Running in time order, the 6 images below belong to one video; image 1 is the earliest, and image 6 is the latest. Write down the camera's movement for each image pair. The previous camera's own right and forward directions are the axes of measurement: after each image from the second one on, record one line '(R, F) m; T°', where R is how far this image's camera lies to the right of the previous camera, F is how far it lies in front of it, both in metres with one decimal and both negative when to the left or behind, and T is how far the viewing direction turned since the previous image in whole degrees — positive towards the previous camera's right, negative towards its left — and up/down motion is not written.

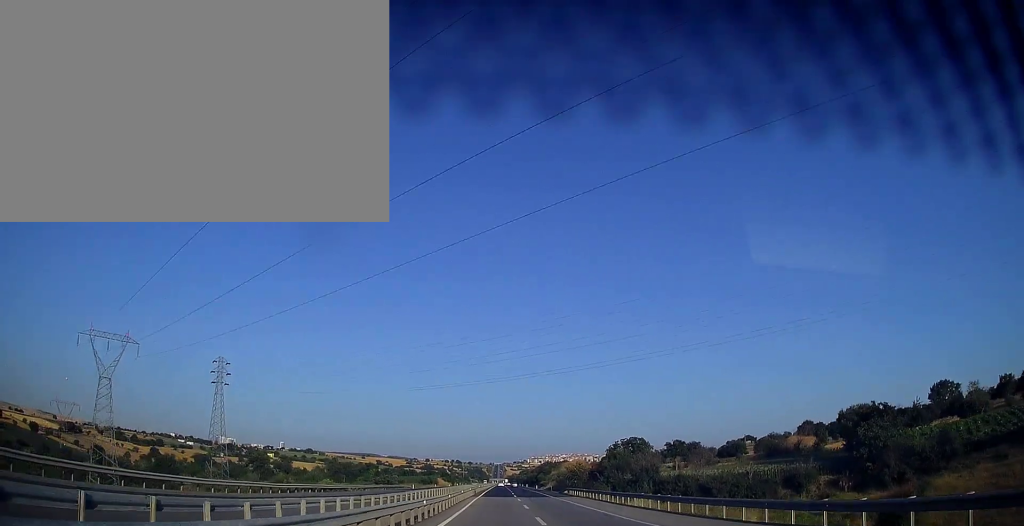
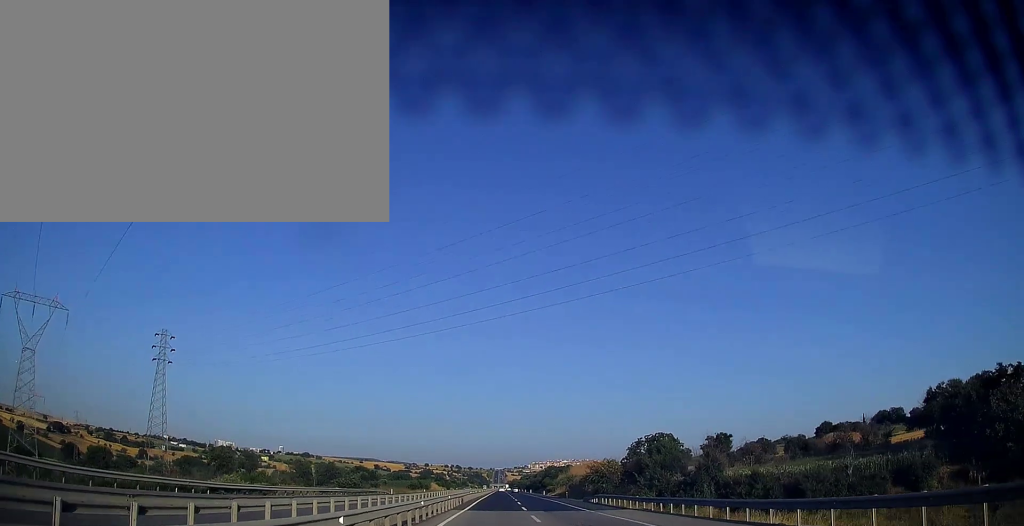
(0.0, +24.6) m; 0°
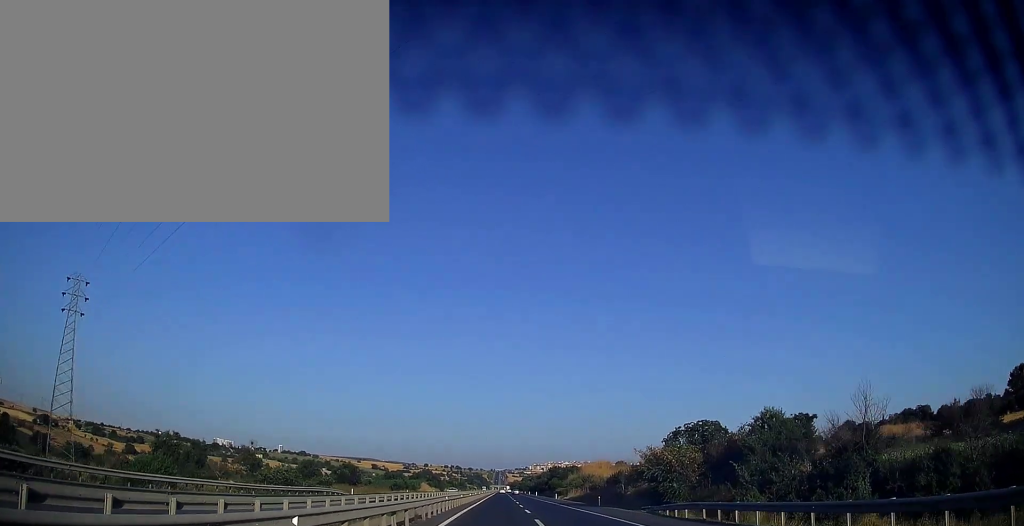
(-0.1, +27.0) m; 0°
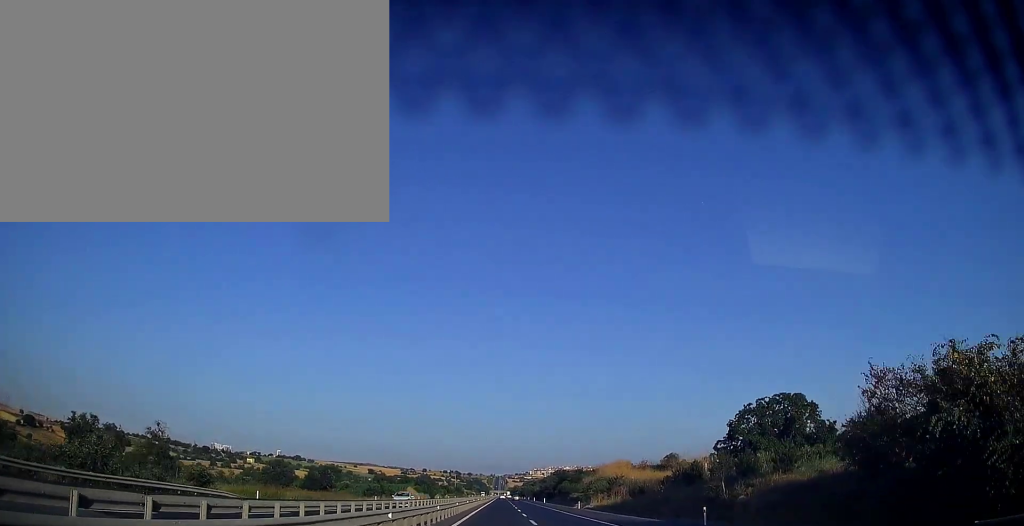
(+0.1, +29.2) m; 0°
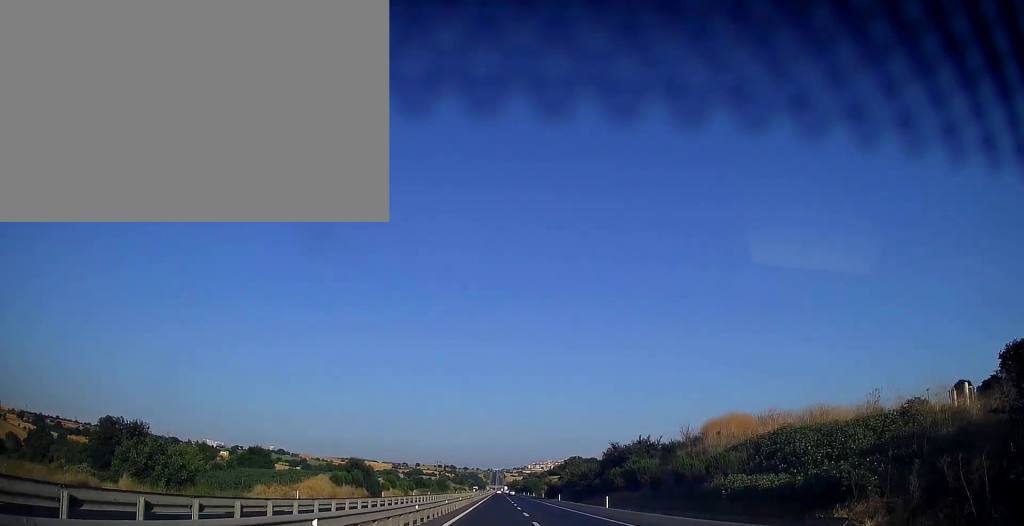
(0.0, +78.5) m; 0°
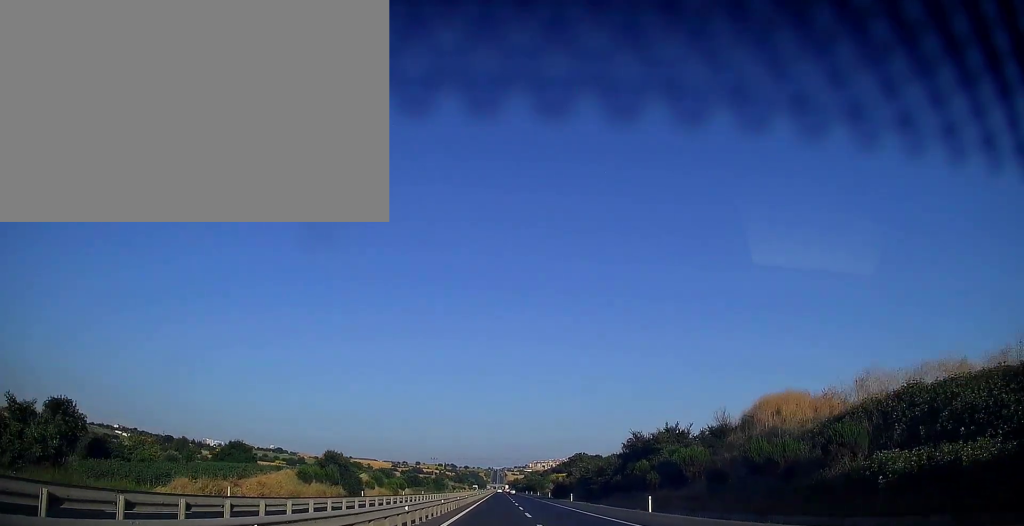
(-0.1, +15.7) m; 0°
